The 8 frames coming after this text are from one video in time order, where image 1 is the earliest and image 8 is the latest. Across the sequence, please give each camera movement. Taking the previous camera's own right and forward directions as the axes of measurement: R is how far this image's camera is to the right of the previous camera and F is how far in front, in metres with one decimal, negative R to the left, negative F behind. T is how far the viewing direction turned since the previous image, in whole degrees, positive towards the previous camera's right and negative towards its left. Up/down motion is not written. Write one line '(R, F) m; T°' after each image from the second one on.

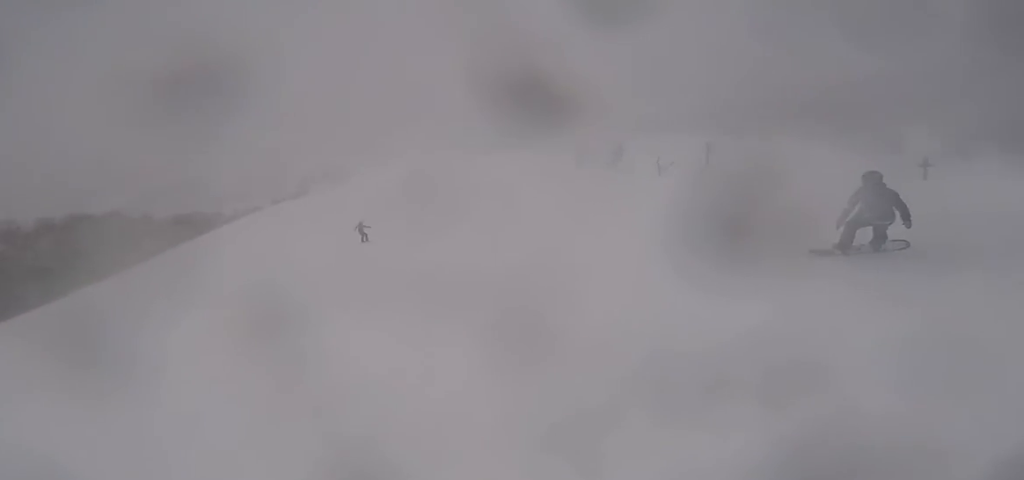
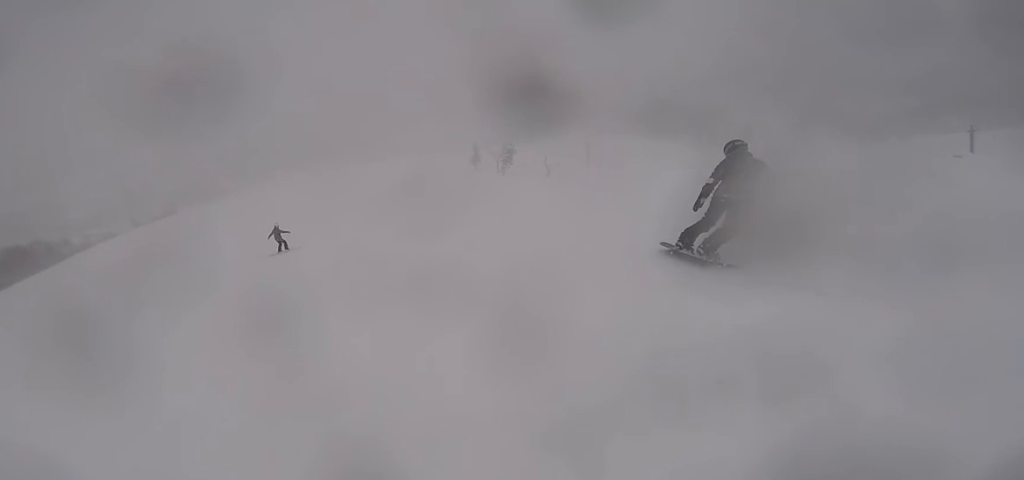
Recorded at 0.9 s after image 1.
(+0.3, +4.9) m; +10°
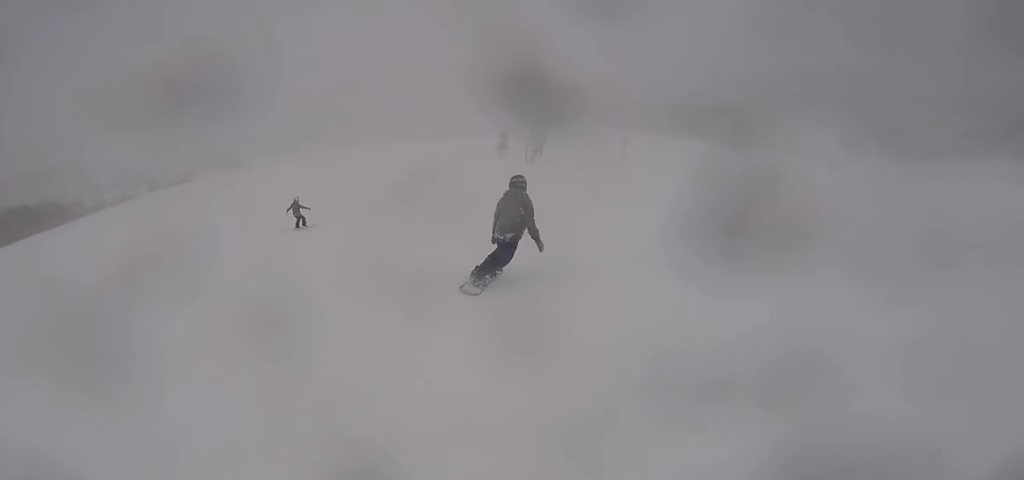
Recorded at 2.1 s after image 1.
(+0.5, +6.1) m; -5°
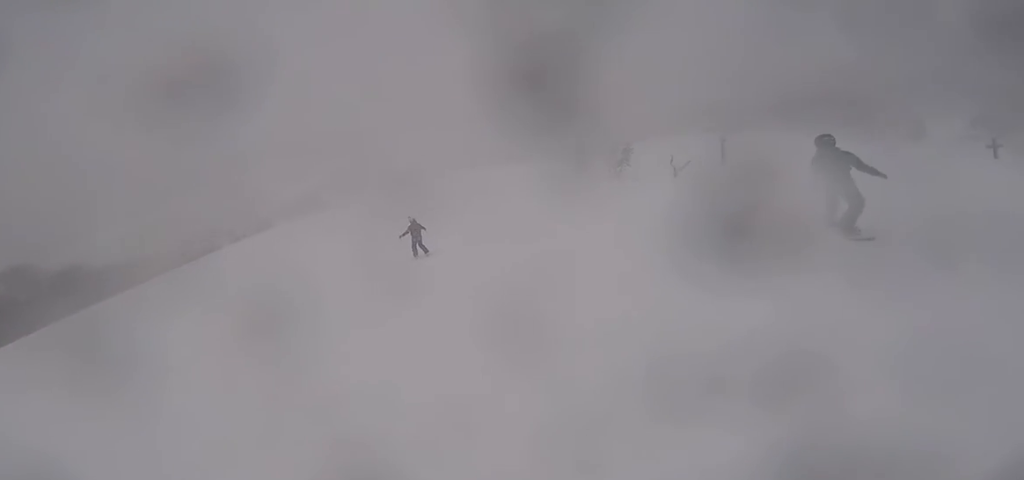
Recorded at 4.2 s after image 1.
(-2.0, +12.1) m; -11°
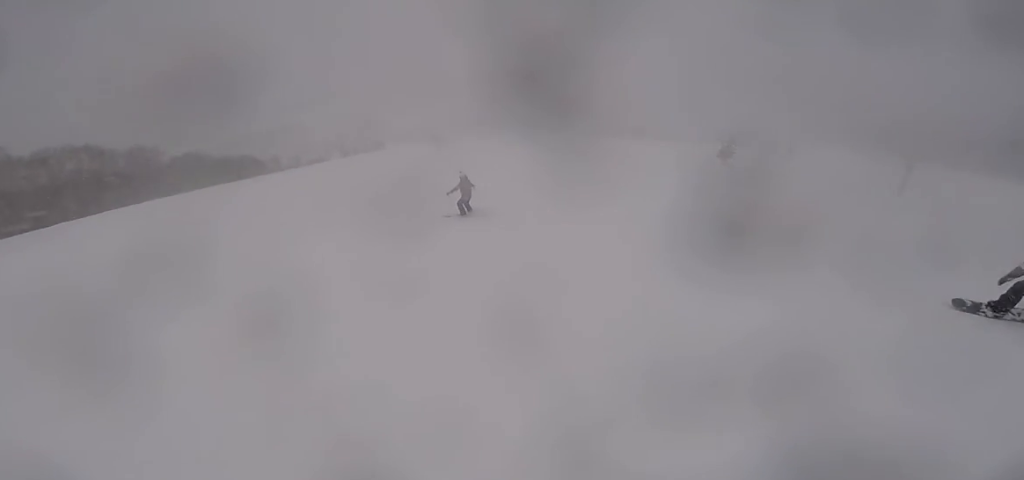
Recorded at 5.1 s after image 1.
(-0.1, +5.3) m; -5°
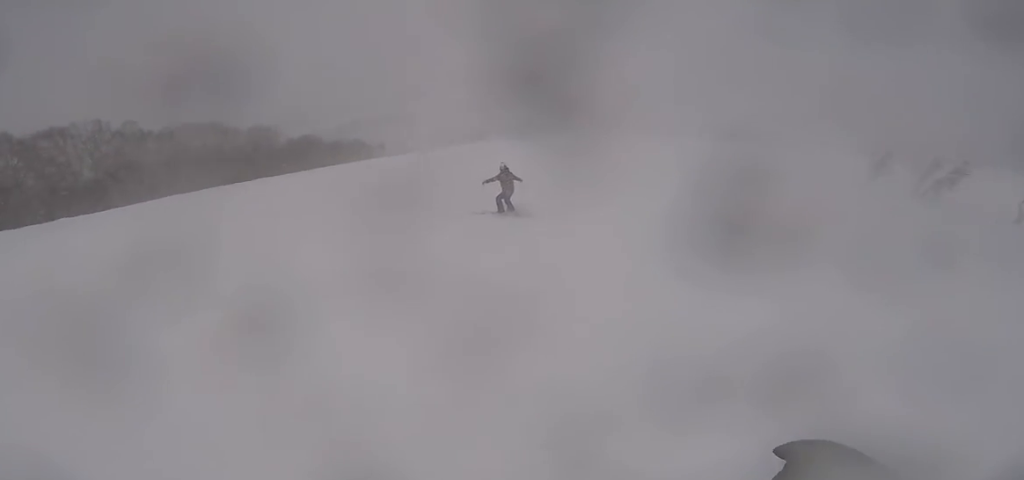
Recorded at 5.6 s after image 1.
(+0.2, +3.3) m; -6°
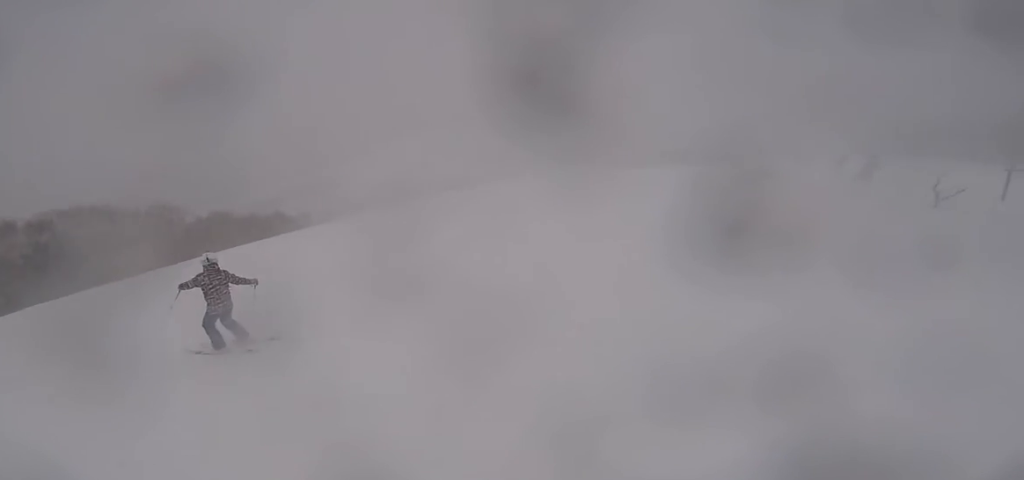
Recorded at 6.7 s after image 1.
(-1.1, +8.1) m; +3°
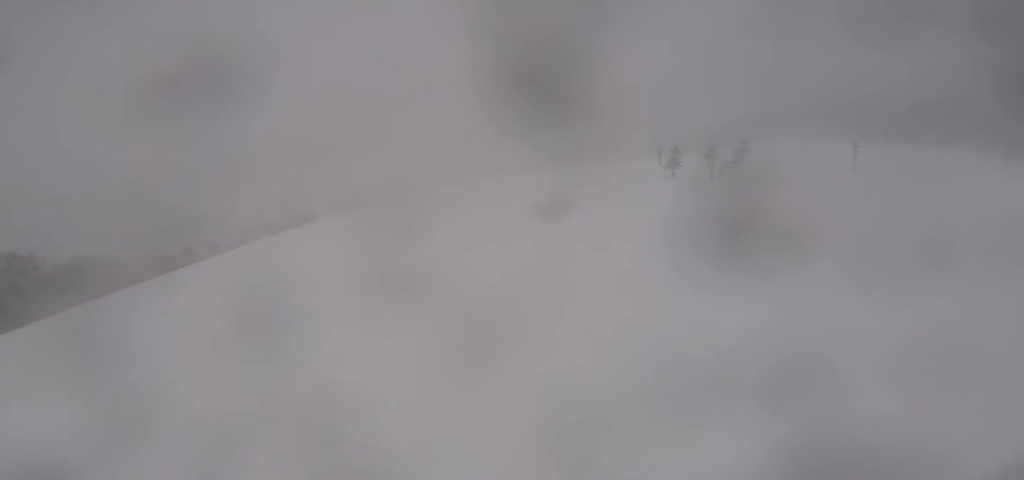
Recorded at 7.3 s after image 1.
(+0.6, +3.9) m; +14°
